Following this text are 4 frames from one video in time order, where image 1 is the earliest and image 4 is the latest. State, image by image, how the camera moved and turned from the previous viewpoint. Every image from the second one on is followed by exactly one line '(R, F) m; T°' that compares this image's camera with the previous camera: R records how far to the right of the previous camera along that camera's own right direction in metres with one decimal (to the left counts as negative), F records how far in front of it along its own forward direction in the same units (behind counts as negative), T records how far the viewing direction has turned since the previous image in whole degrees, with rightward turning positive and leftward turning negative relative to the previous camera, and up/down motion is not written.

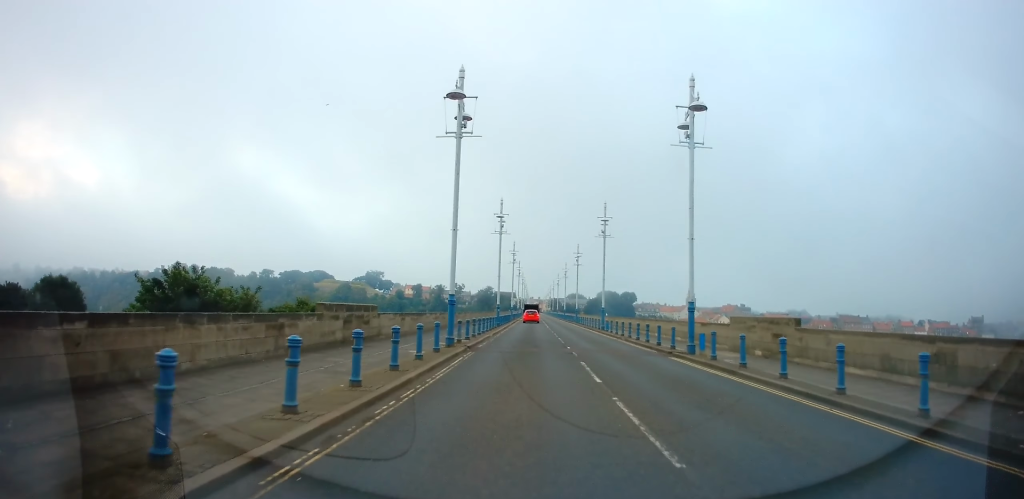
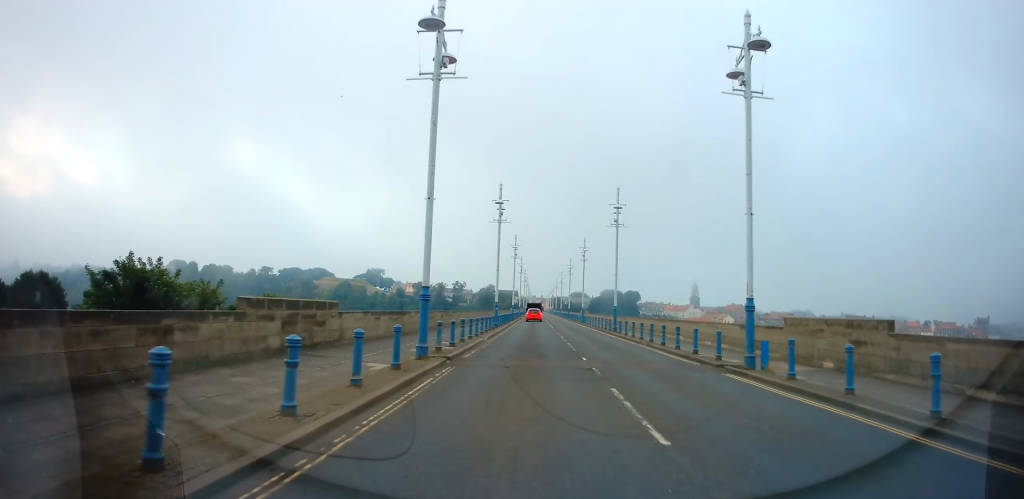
(-0.2, +5.0) m; 0°
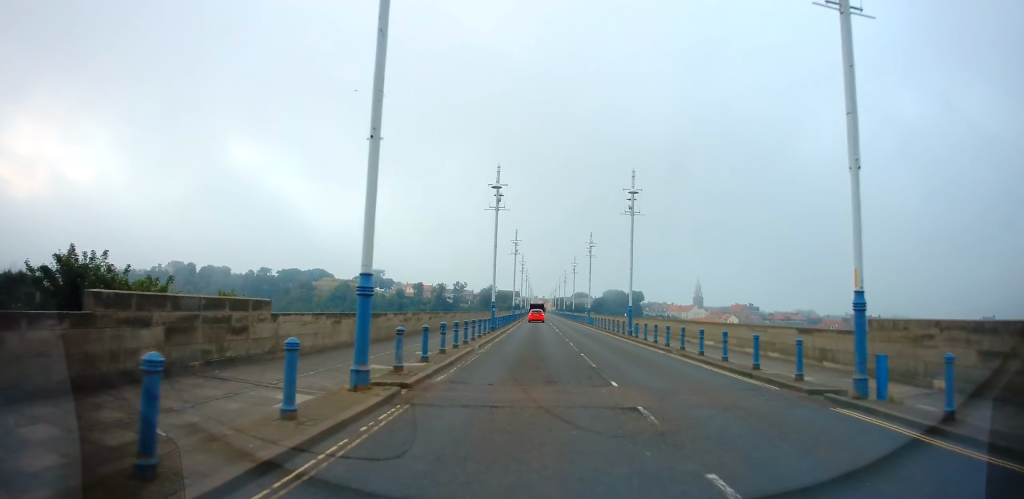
(-0.3, +5.0) m; 0°
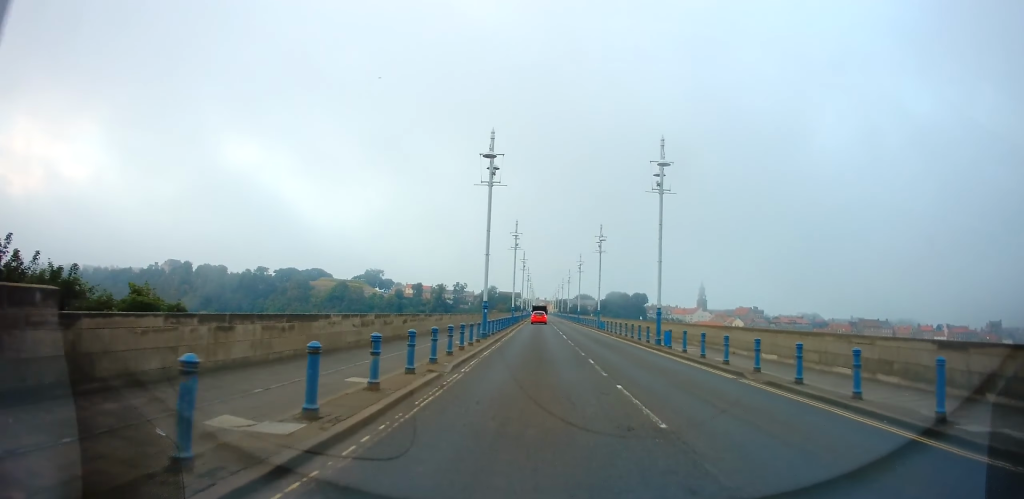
(+0.1, +6.9) m; +1°
